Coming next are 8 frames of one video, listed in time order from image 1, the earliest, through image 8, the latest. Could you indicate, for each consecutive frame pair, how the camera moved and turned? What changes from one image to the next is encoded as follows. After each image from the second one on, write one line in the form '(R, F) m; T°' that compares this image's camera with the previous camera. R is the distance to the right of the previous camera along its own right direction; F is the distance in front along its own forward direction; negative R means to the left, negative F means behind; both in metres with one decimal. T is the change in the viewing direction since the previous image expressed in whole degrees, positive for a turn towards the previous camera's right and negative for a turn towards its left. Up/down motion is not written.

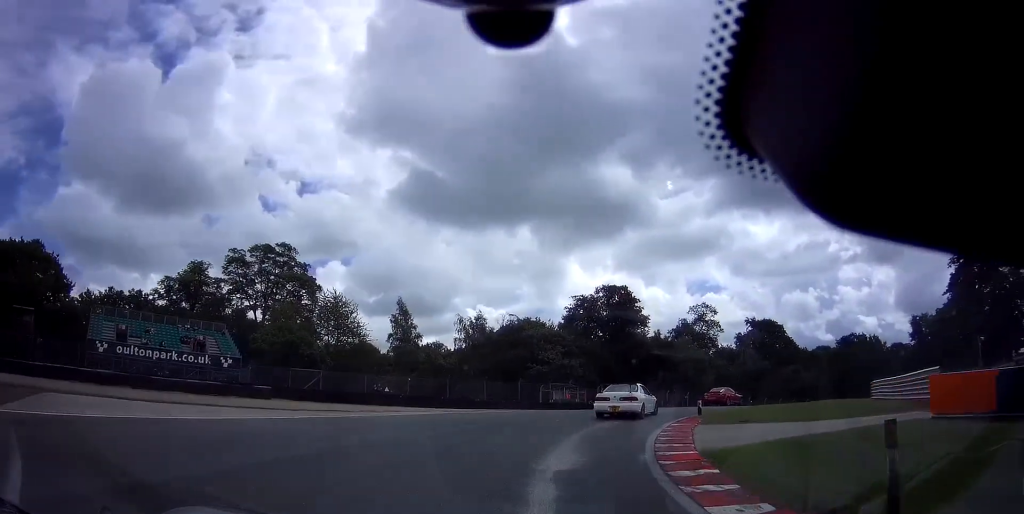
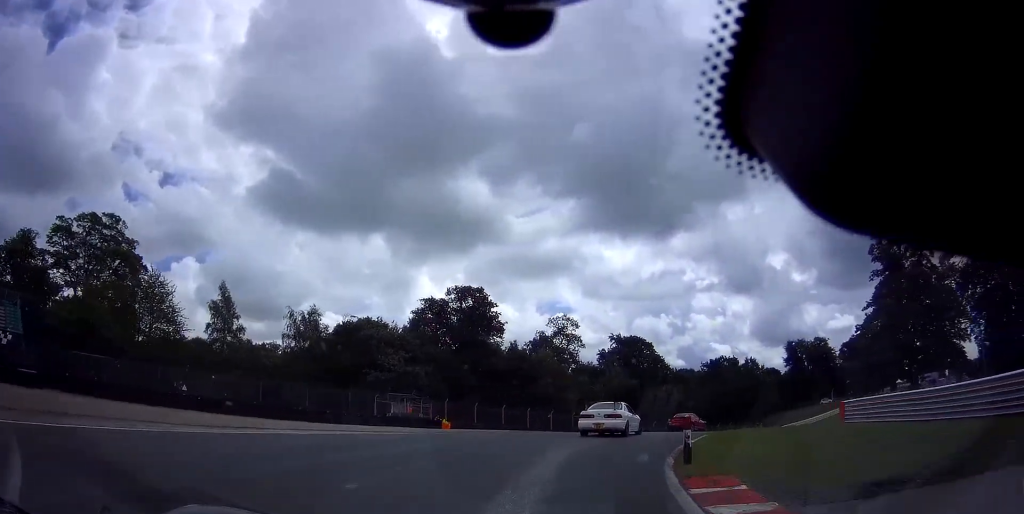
(+1.5, +11.0) m; +15°
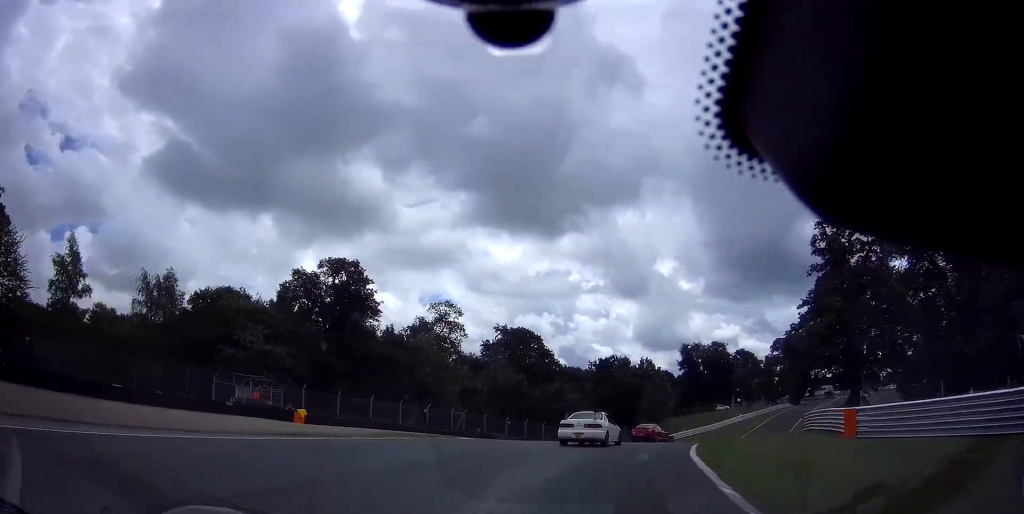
(+0.5, +8.9) m; +12°
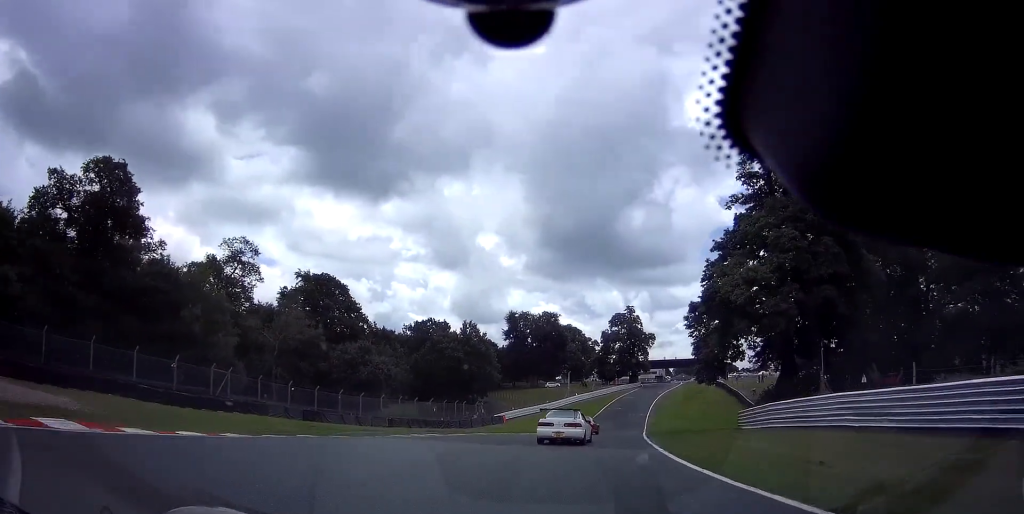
(+3.1, +17.0) m; +19°
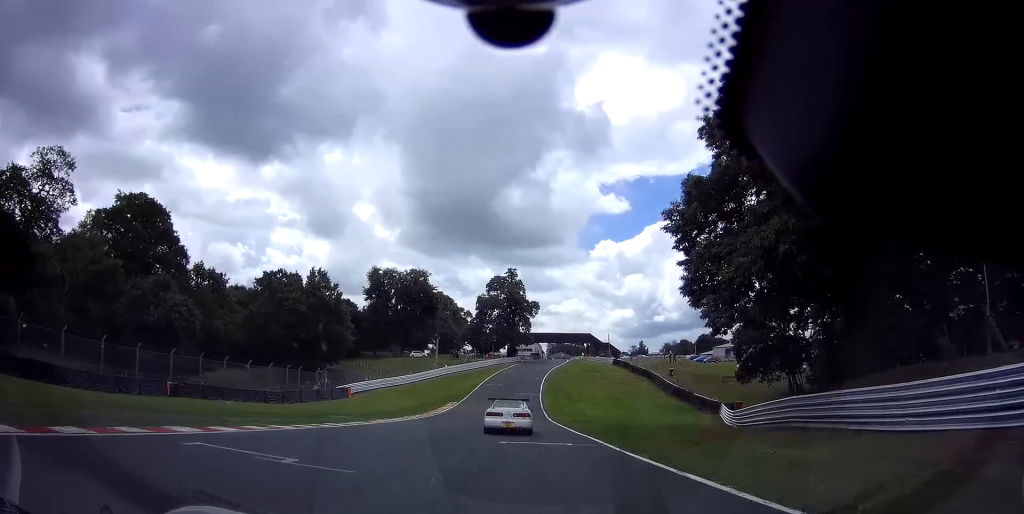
(+3.0, +19.6) m; +13°
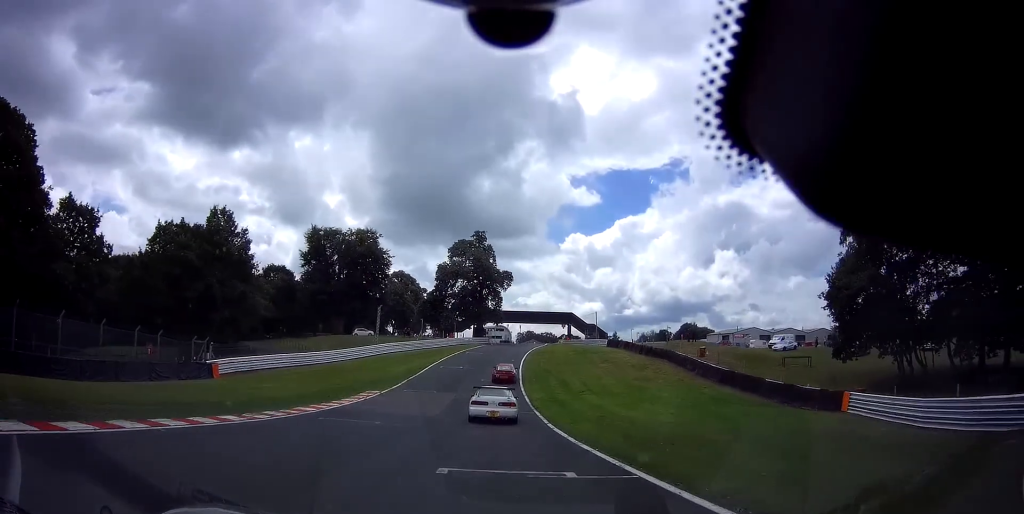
(+1.4, +22.7) m; +5°
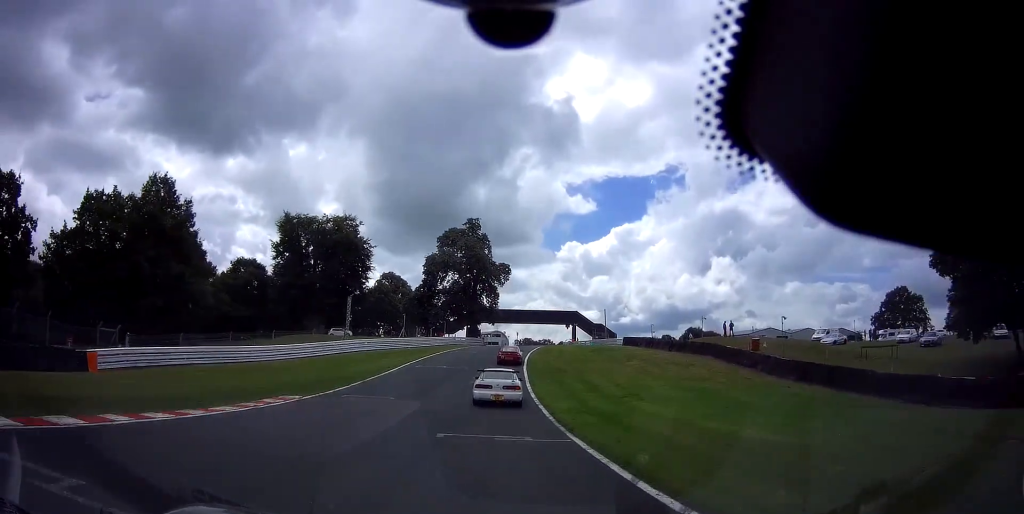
(+0.1, +12.4) m; +1°
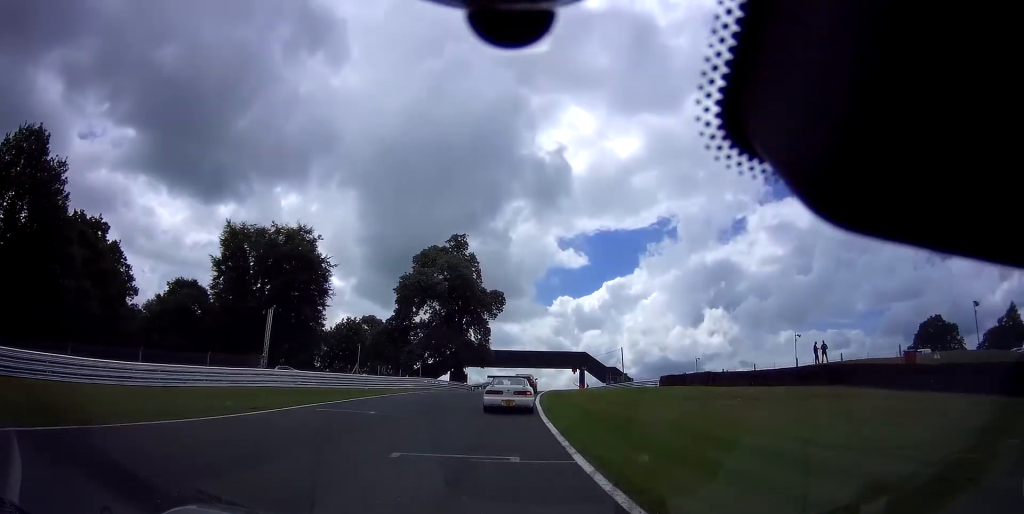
(+0.2, +18.8) m; +1°
